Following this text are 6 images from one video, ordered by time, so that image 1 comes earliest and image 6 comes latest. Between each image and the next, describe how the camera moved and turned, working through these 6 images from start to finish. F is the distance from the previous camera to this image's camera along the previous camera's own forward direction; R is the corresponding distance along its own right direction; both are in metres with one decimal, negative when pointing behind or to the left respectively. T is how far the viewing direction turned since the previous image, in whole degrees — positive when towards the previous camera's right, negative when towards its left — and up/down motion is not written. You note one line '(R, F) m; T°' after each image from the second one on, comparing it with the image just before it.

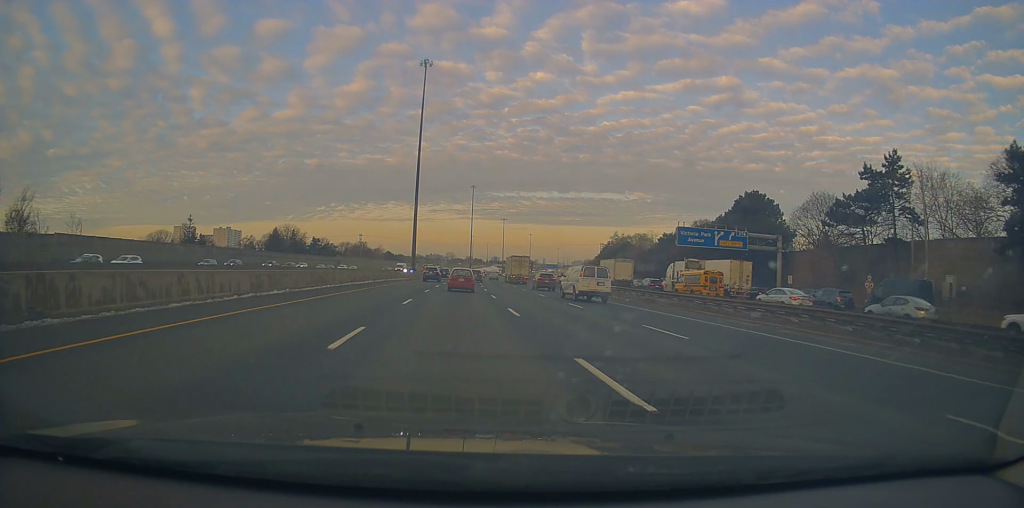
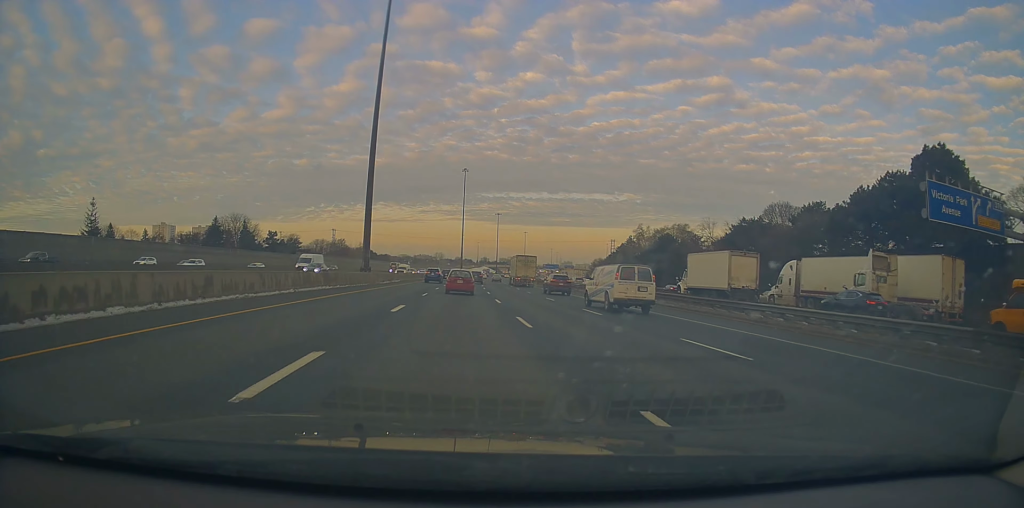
(+0.1, +39.1) m; 0°
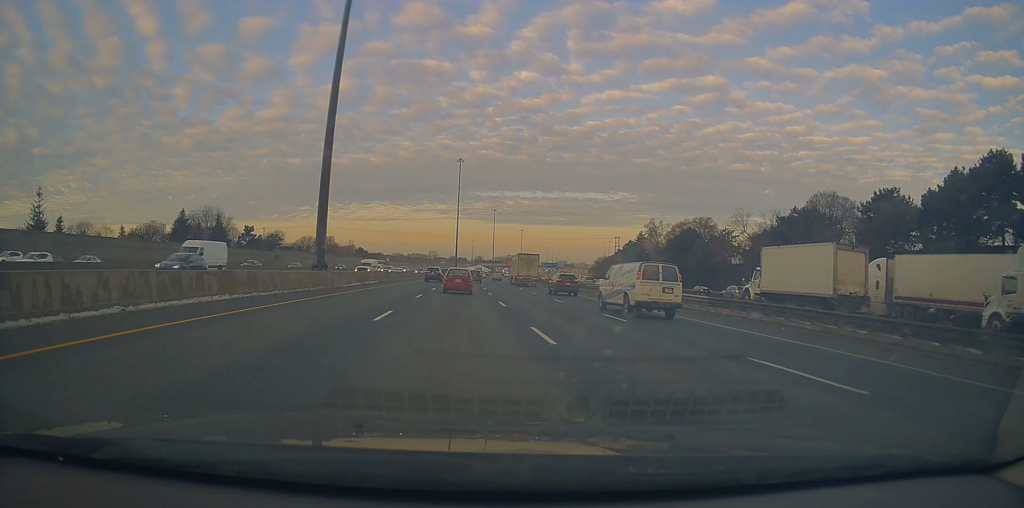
(-0.1, +15.4) m; +1°
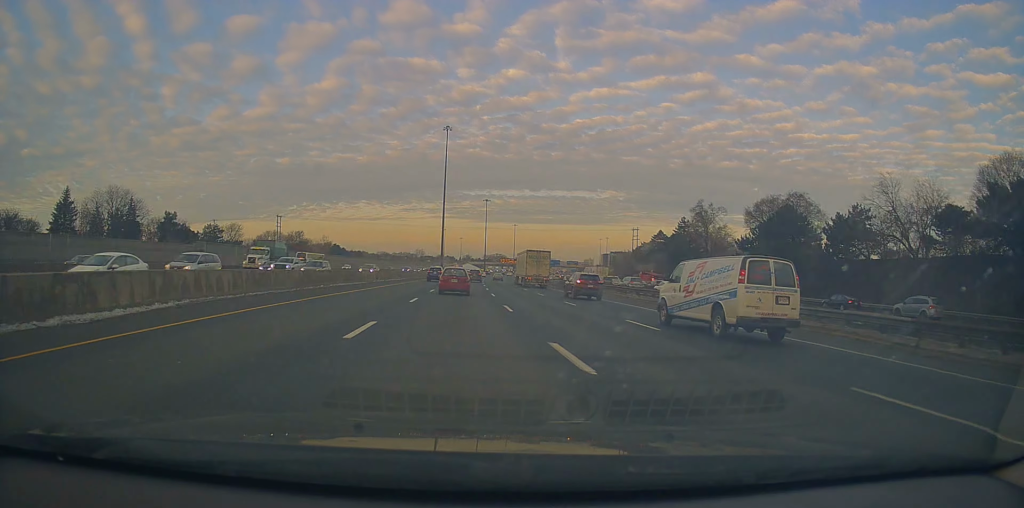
(+1.2, +38.9) m; +2°
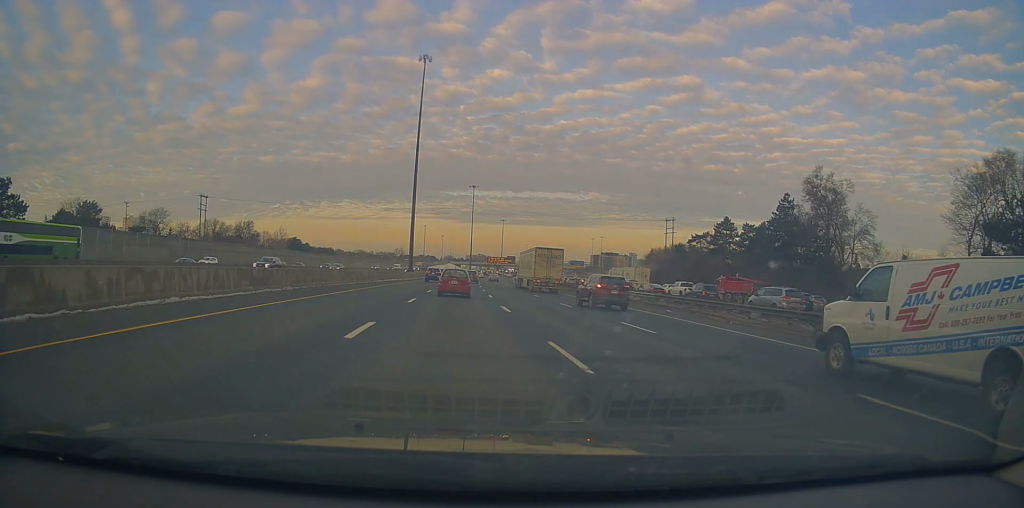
(-0.7, +47.8) m; 0°
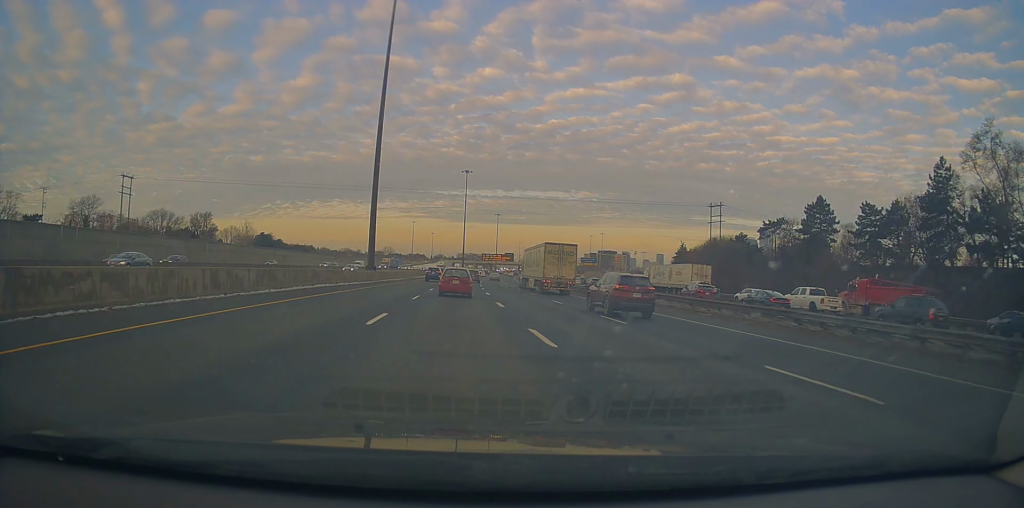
(+0.7, +33.1) m; +2°
